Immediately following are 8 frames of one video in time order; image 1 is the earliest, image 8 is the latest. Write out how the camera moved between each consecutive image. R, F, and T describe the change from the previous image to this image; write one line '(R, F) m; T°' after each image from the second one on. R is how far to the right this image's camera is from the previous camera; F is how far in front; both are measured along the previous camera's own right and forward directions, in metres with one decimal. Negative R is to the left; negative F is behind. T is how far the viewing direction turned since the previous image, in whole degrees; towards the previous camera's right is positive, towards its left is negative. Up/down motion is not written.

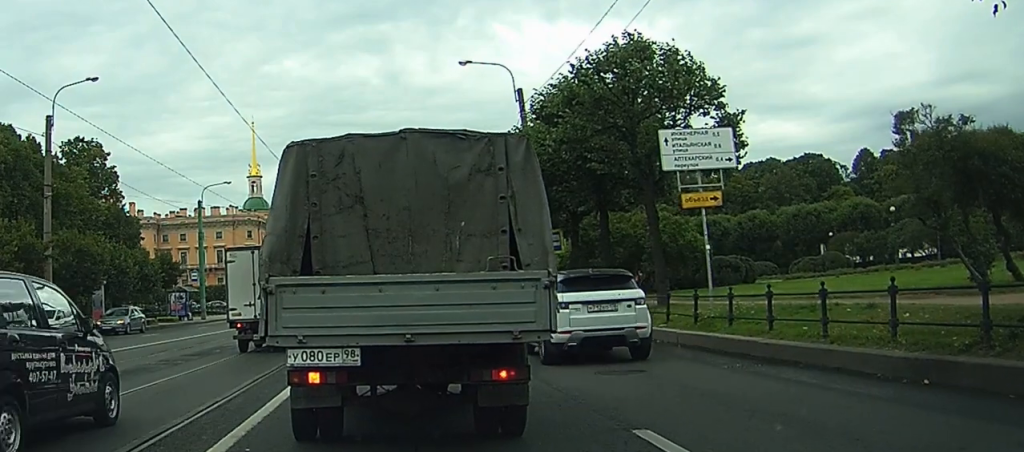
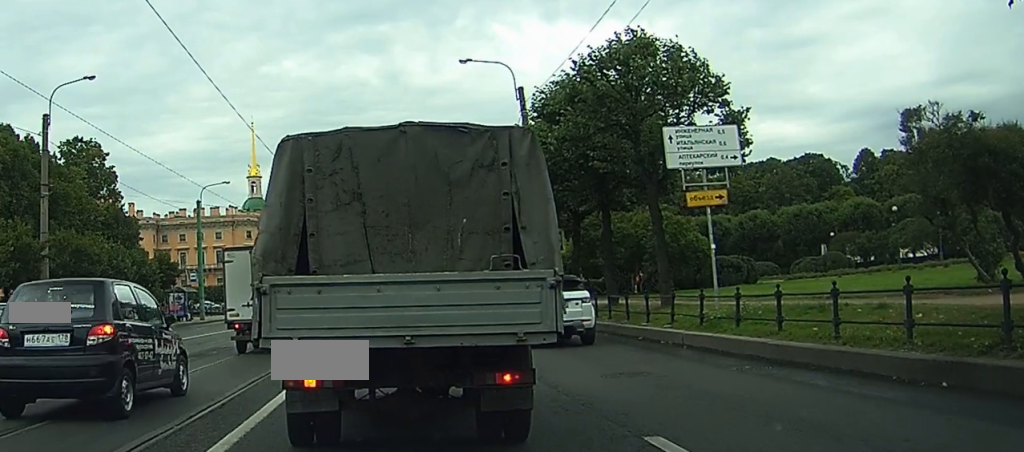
(+0.1, +0.7) m; 0°
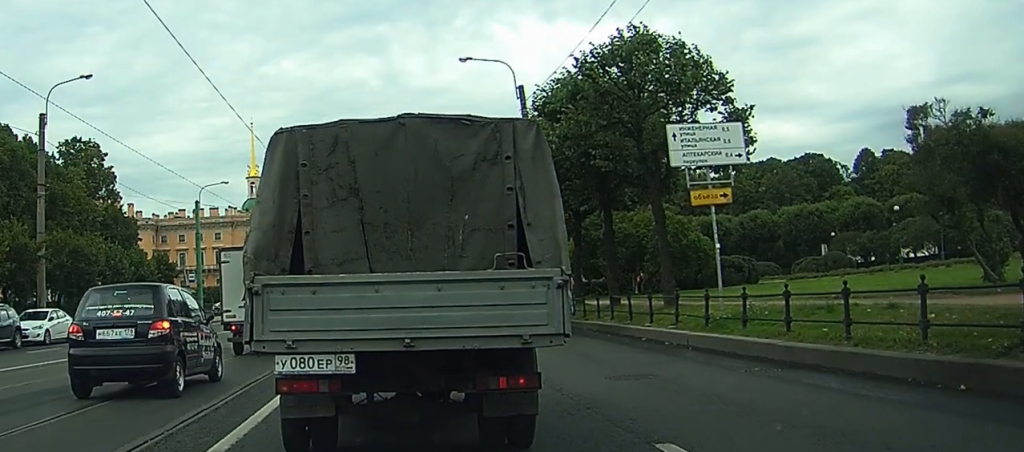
(+0.1, +0.7) m; 0°
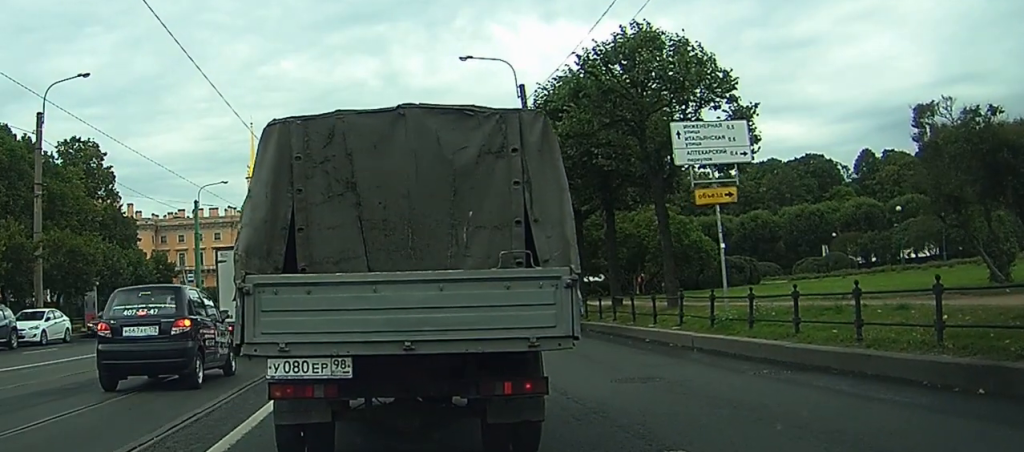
(+0.1, +0.4) m; 0°
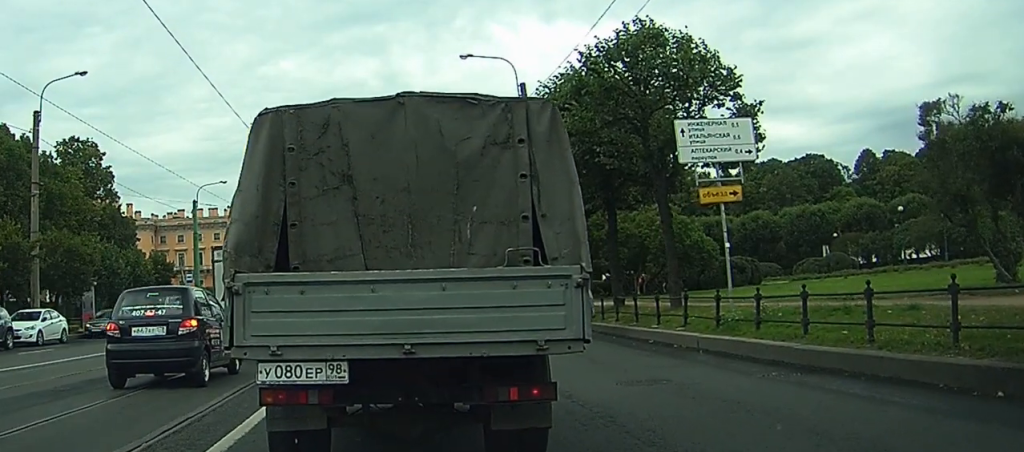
(+0.1, +0.3) m; 0°
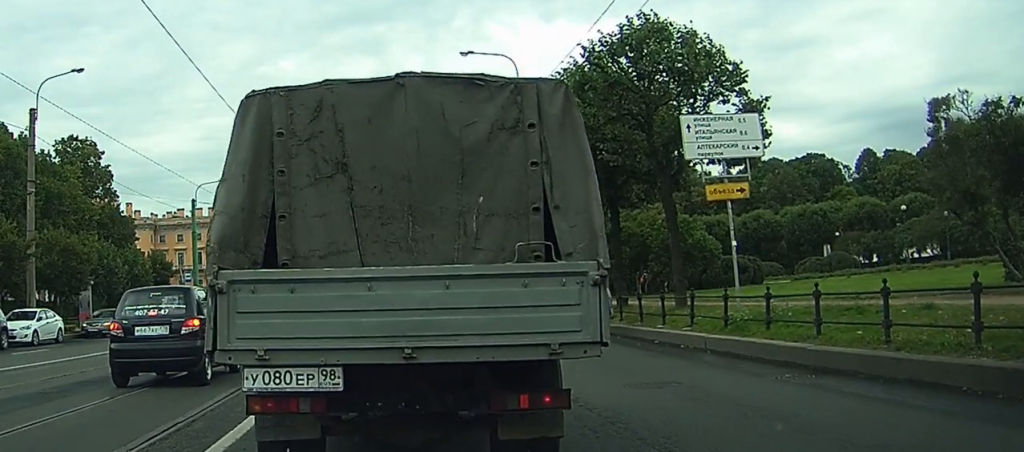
(0.0, +0.3) m; 0°
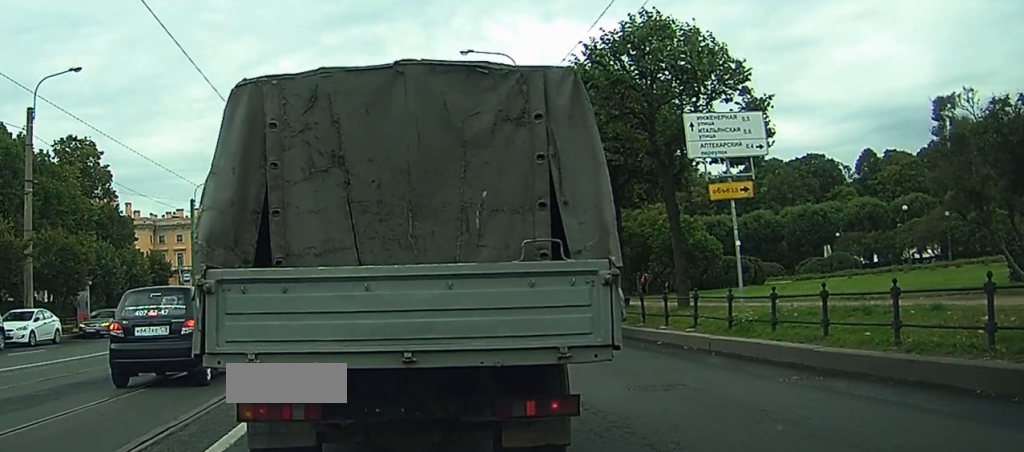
(0.0, +0.2) m; 0°
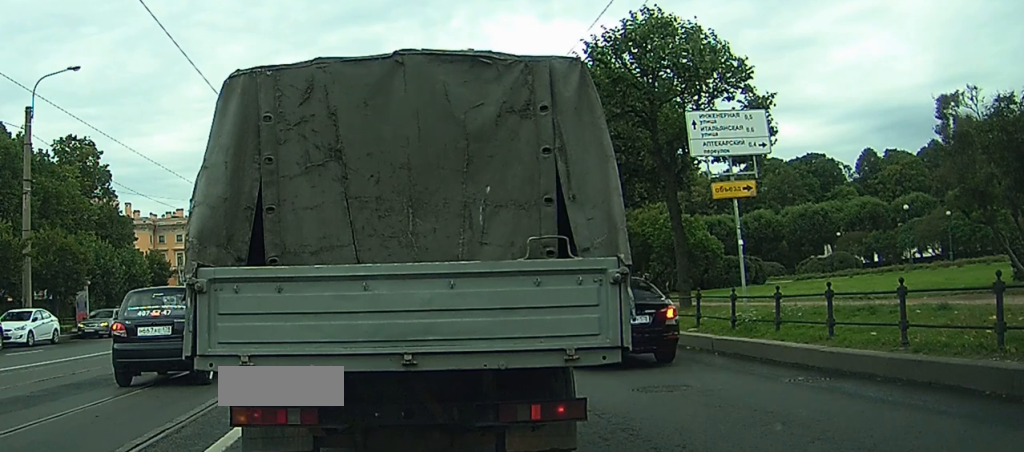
(+0.4, +0.5) m; 0°
